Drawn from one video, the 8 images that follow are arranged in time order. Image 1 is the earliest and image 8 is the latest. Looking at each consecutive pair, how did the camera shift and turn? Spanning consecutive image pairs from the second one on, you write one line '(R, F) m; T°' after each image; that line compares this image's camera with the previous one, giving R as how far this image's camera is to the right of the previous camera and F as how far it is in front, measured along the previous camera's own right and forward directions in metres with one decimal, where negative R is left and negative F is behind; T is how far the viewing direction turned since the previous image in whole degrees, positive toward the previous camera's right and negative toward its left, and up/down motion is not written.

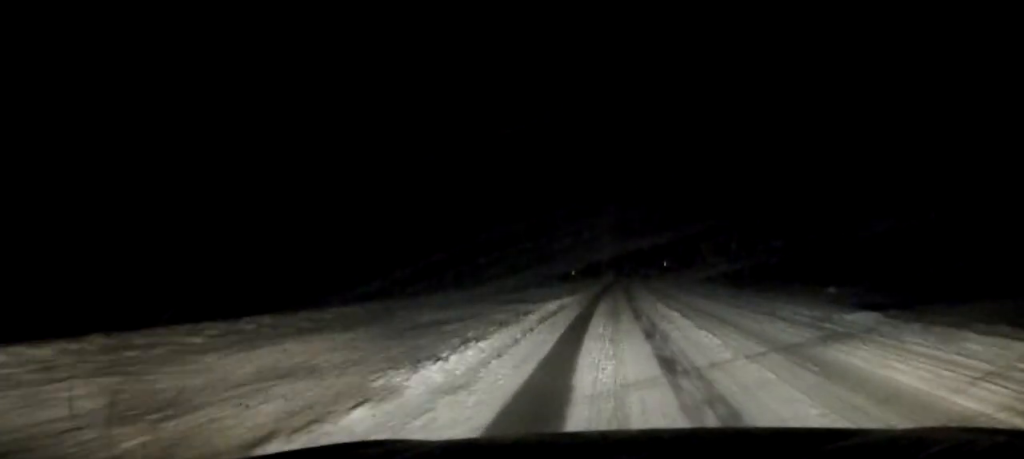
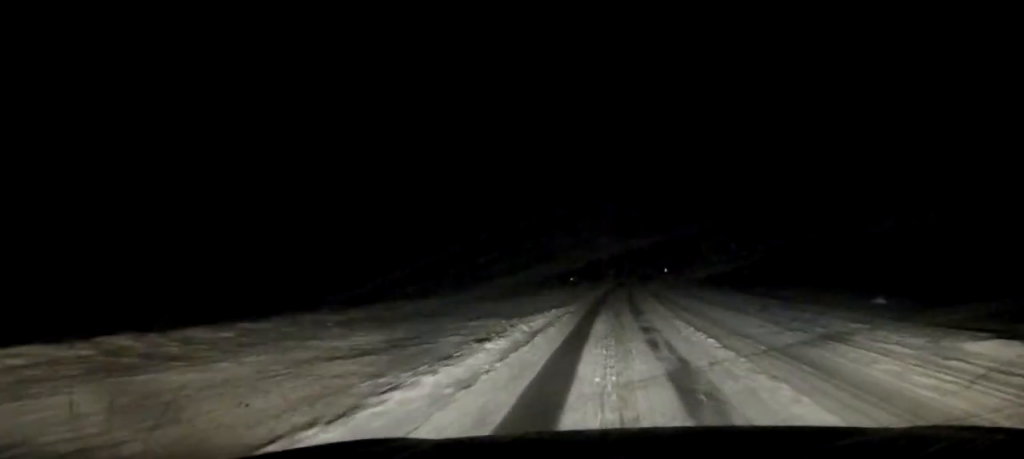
(0.0, +6.4) m; 0°
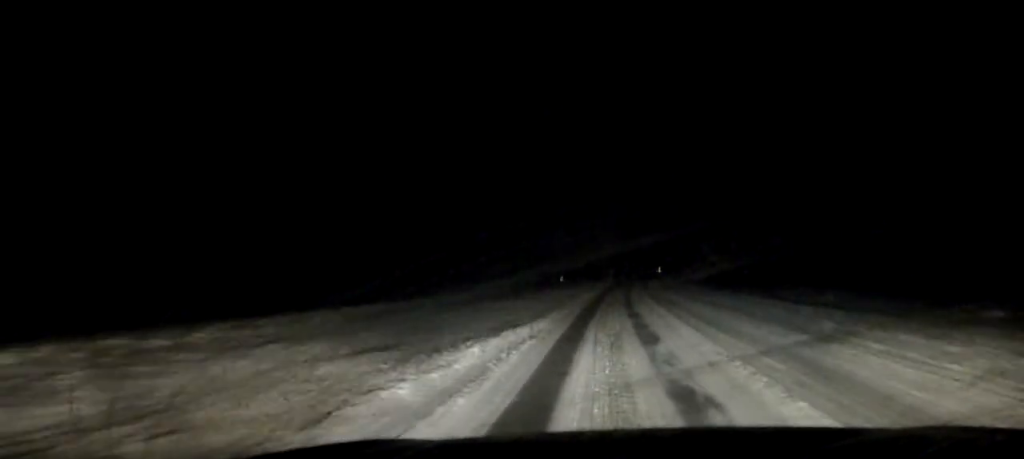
(0.0, +9.6) m; 0°
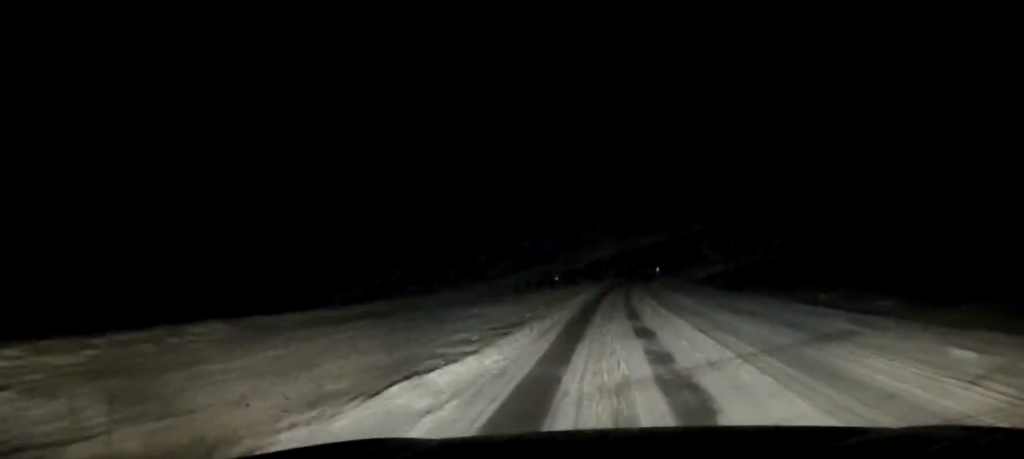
(0.0, +7.3) m; 0°
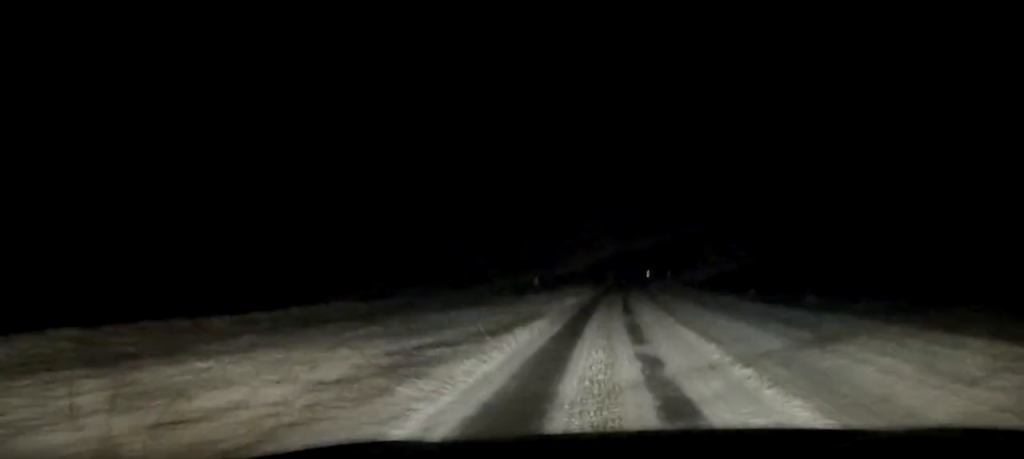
(+0.1, +21.0) m; +1°
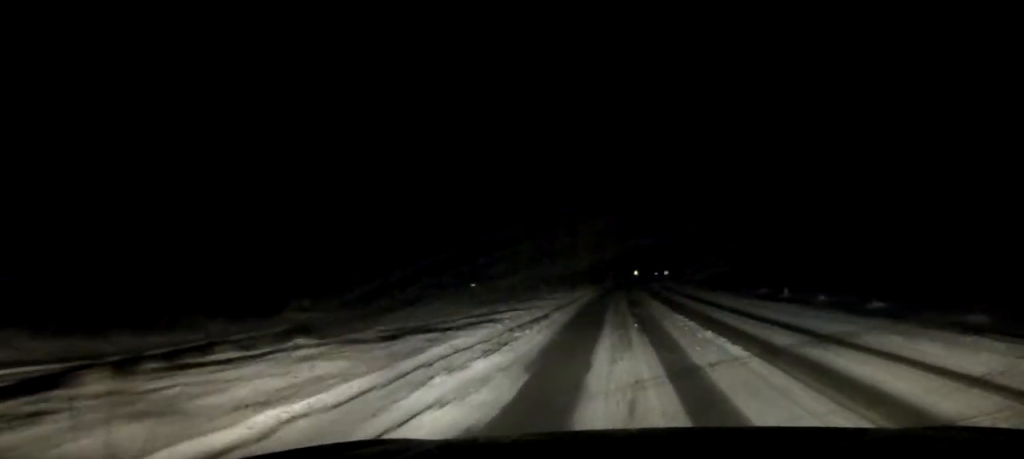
(+0.7, +59.3) m; +2°
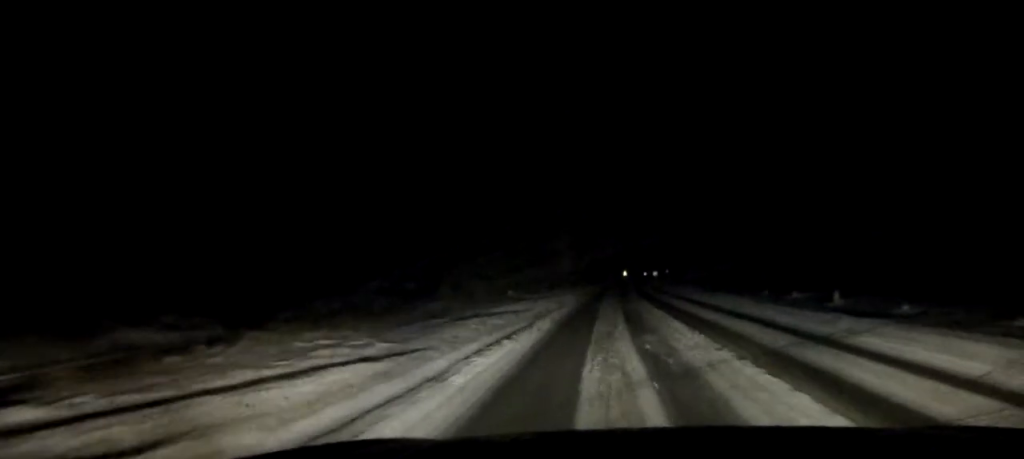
(+0.1, +12.1) m; +1°
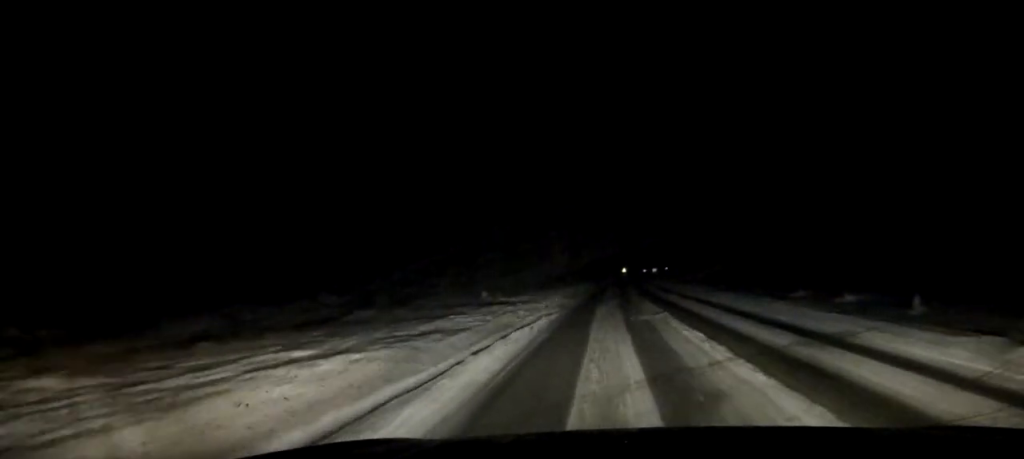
(+0.1, +9.1) m; 0°
